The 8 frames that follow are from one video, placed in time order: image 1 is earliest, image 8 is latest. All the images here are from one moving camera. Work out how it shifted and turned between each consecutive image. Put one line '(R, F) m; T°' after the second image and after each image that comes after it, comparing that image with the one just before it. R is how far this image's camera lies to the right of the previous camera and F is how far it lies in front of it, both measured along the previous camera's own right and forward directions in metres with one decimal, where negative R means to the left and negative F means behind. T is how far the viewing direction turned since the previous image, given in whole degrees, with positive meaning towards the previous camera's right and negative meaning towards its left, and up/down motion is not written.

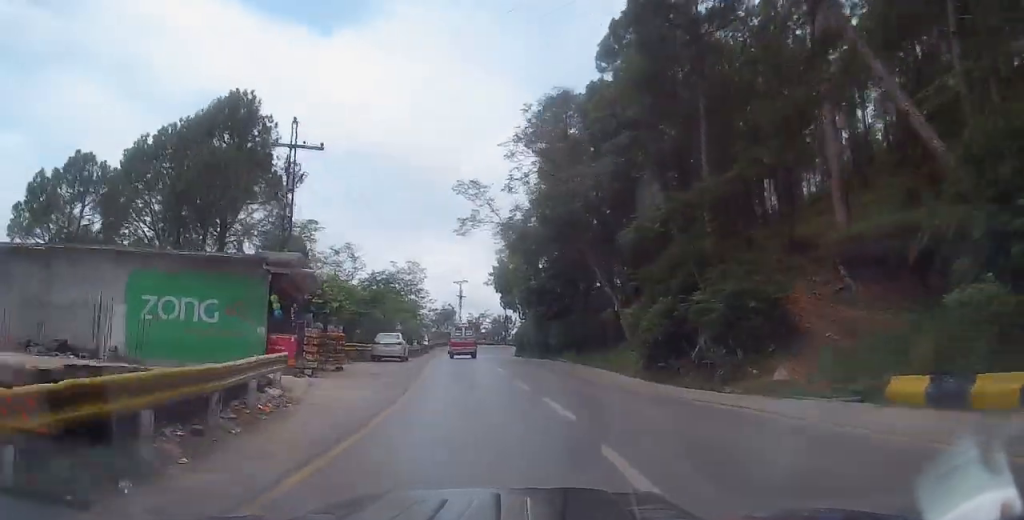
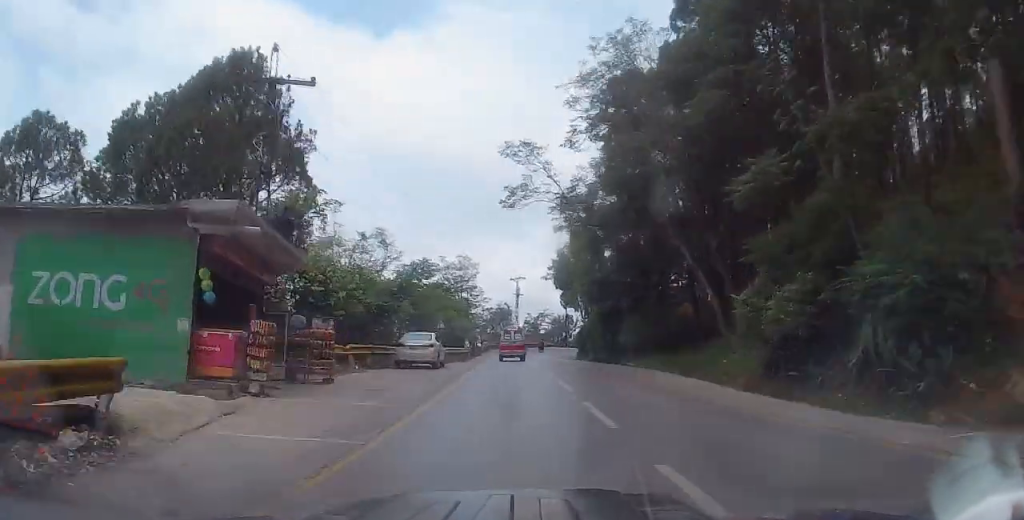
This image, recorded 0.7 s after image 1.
(-0.1, +7.1) m; -3°
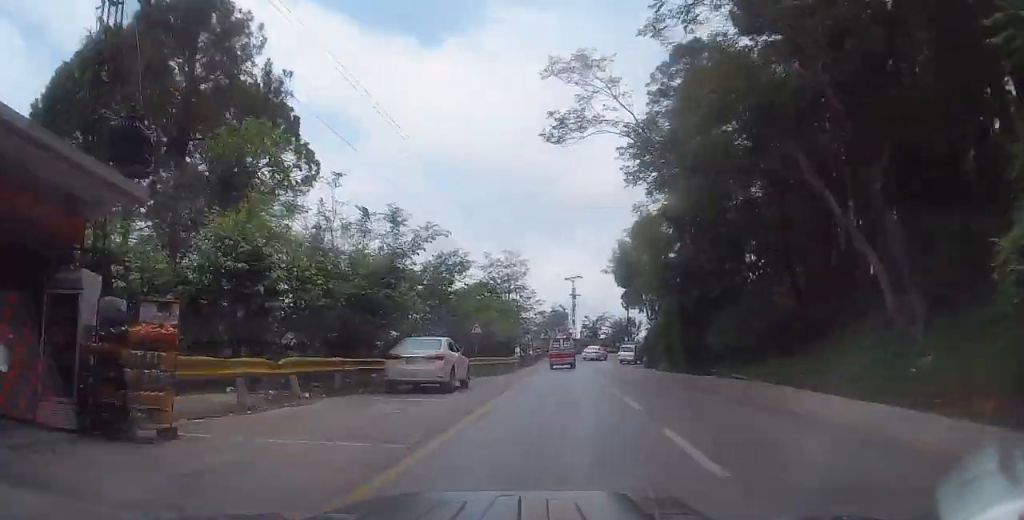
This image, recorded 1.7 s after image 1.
(-0.3, +9.1) m; -4°
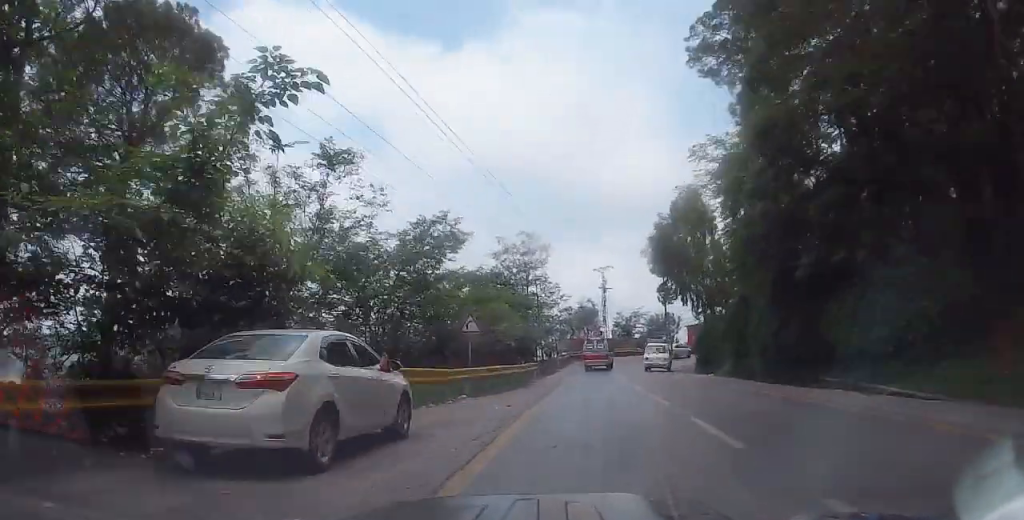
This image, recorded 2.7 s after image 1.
(-0.5, +10.6) m; -4°
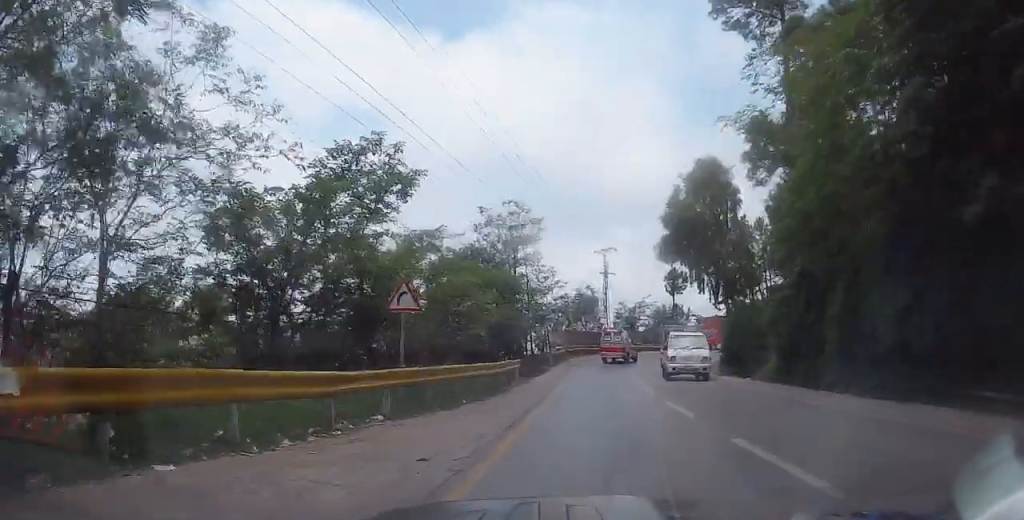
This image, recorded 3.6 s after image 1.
(-0.1, +8.6) m; 0°
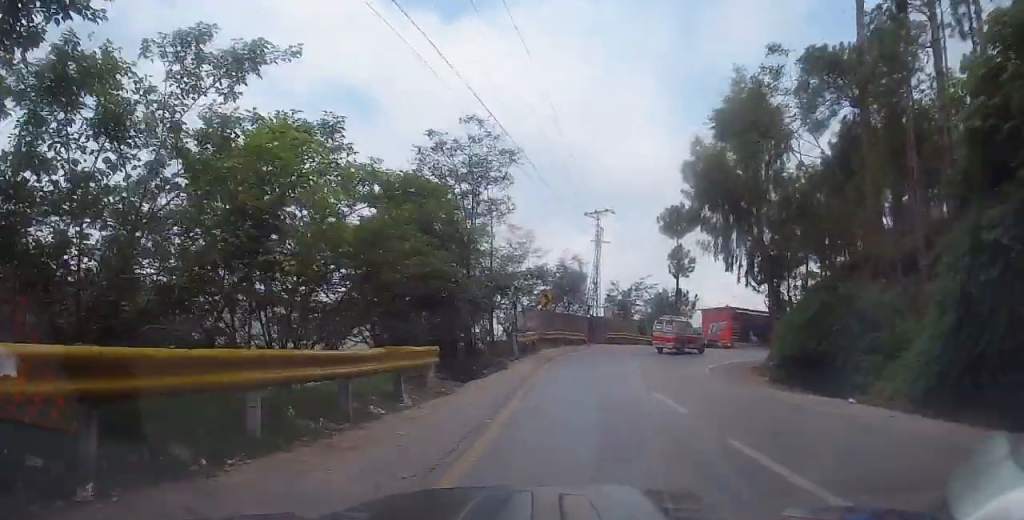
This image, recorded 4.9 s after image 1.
(+0.4, +12.5) m; +1°
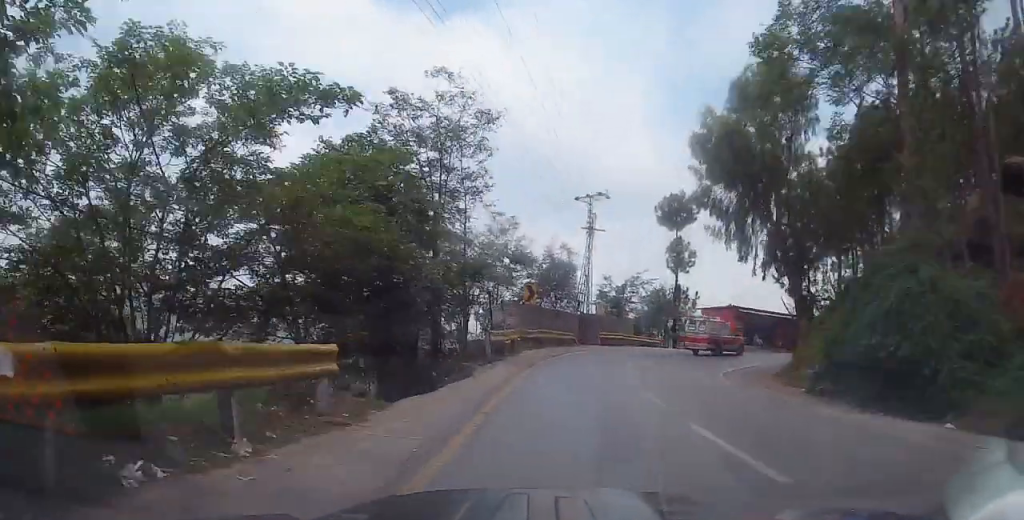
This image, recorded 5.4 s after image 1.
(0.0, +5.0) m; 0°
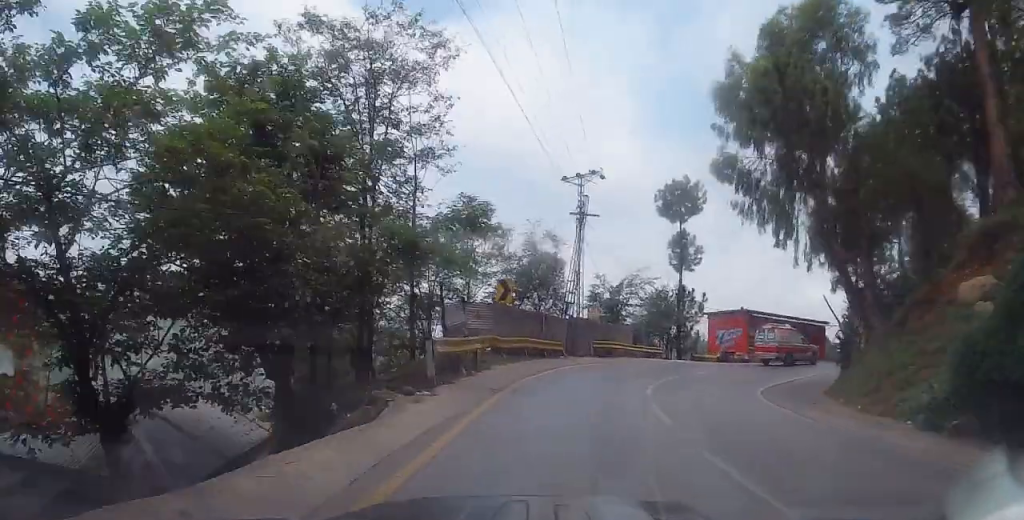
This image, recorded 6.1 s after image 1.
(-0.3, +7.2) m; 0°
